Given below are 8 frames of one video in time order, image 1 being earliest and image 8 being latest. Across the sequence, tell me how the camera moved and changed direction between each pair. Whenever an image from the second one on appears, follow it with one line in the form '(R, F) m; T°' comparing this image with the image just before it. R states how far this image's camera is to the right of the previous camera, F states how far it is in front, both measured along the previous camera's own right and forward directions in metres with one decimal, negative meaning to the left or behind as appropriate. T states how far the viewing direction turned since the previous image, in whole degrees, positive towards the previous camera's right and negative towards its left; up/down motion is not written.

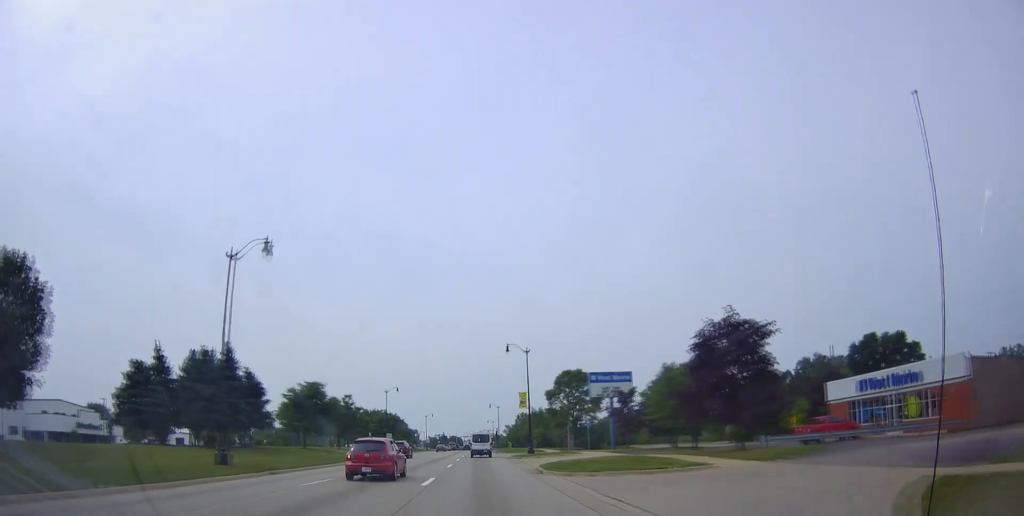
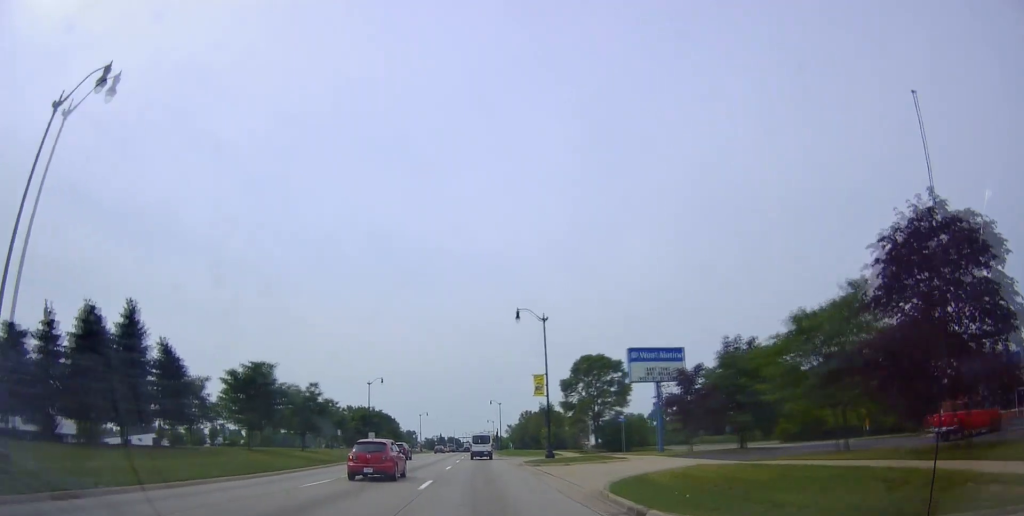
(-0.6, +15.7) m; -1°
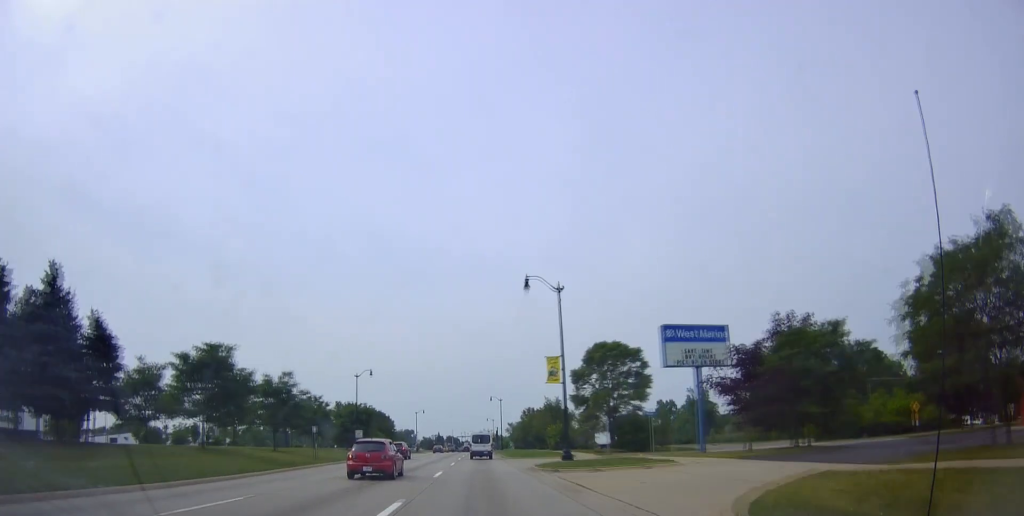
(-0.1, +8.5) m; 0°
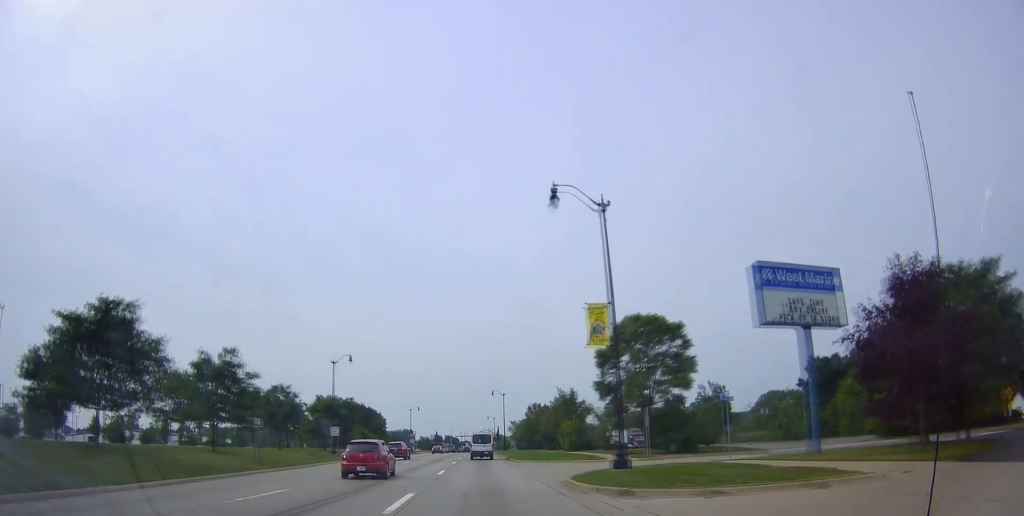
(+0.1, +13.0) m; +2°
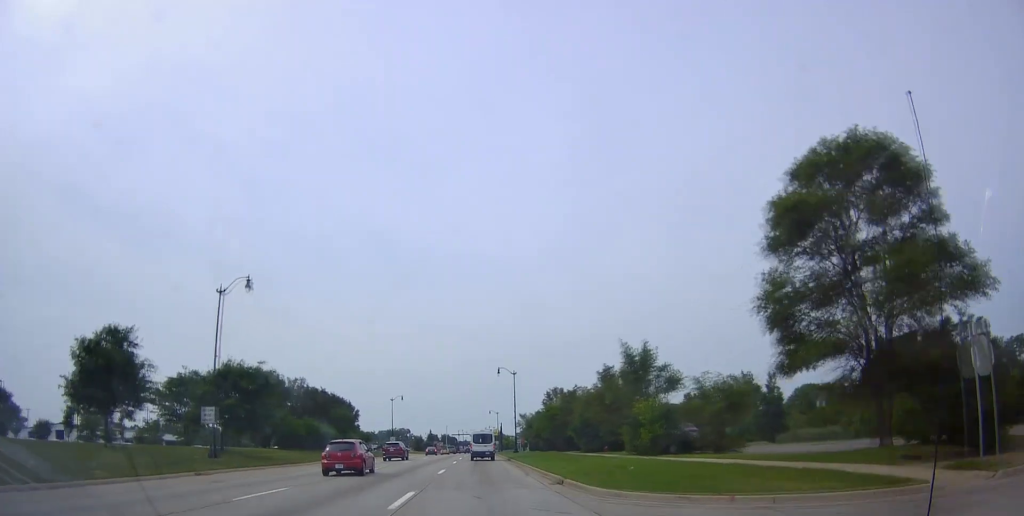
(-0.1, +30.7) m; -1°
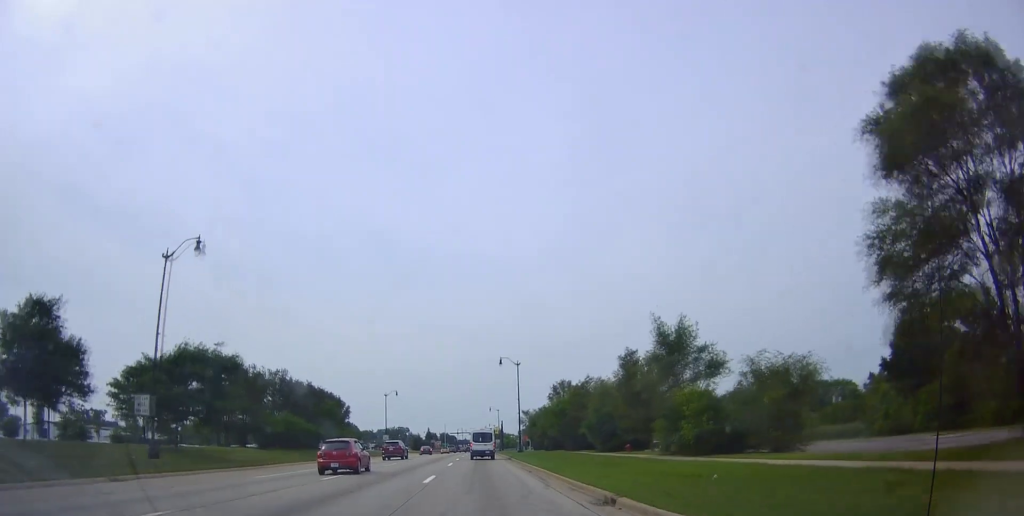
(-0.3, +7.3) m; 0°
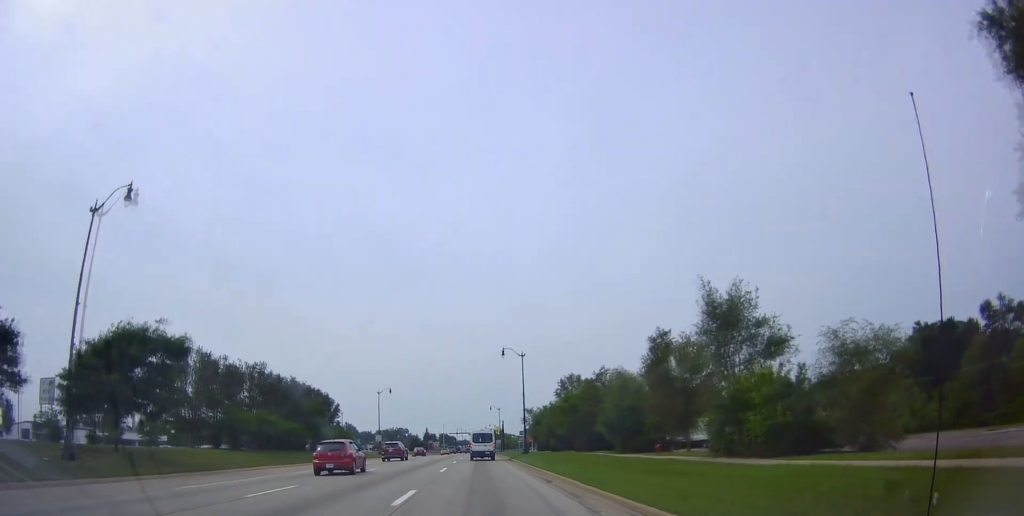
(+0.2, +7.2) m; +1°
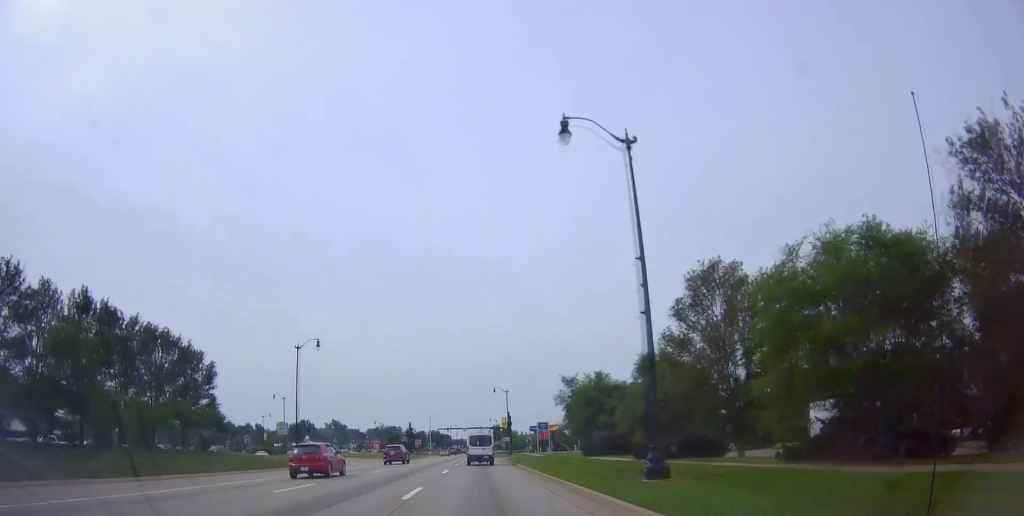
(+0.1, +43.6) m; -1°
